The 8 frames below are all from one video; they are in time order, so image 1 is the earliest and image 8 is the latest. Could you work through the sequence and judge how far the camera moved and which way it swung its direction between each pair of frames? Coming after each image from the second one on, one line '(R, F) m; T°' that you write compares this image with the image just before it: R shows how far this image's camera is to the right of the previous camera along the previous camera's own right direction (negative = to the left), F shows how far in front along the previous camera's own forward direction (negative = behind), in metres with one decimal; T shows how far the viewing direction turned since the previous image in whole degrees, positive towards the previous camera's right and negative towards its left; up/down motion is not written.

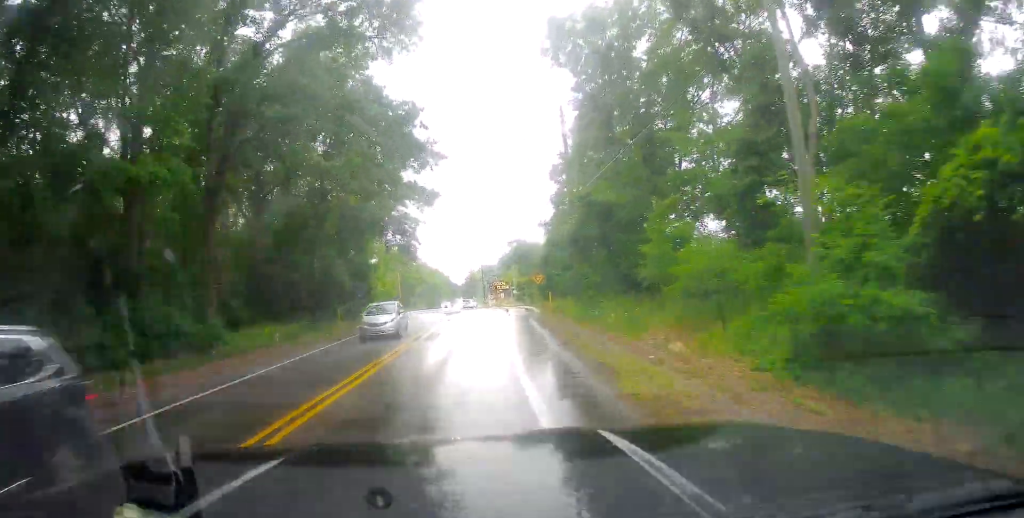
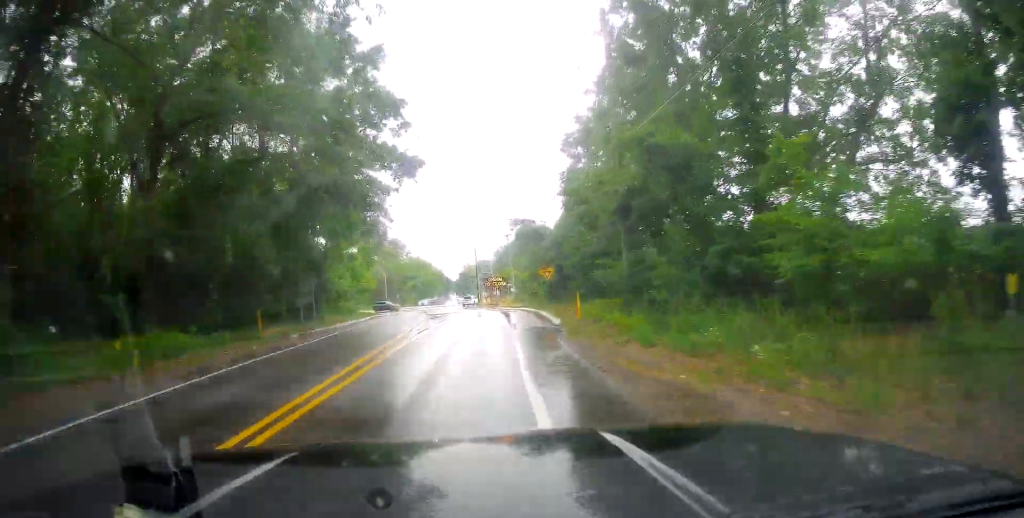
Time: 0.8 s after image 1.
(-0.4, +12.7) m; -2°
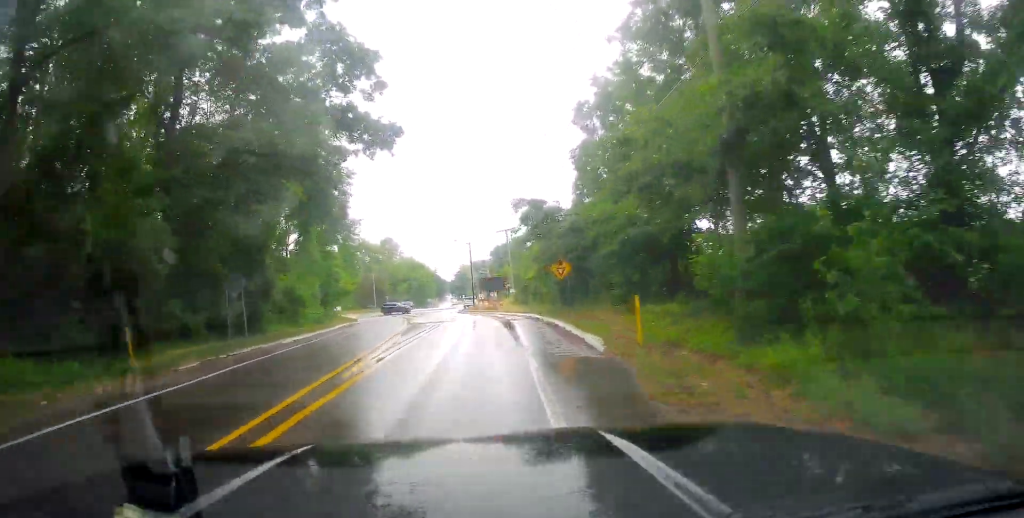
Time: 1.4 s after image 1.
(0.0, +9.7) m; 0°
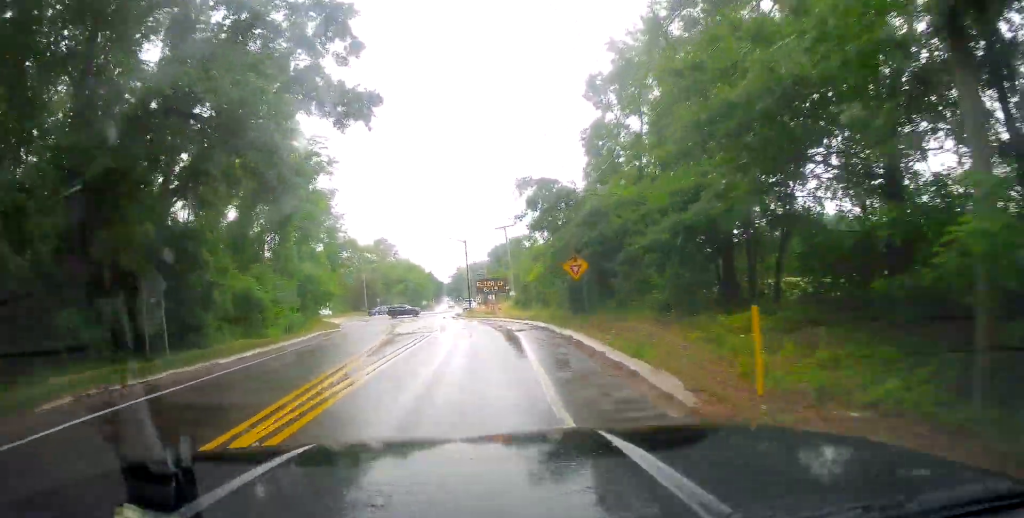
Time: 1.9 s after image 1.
(0.0, +6.6) m; 0°
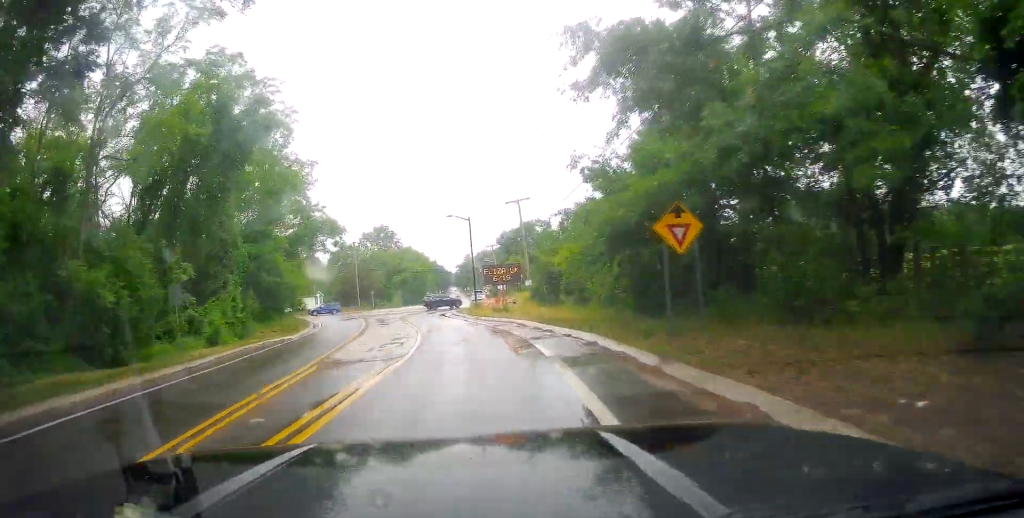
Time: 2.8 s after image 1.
(0.0, +14.2) m; 0°
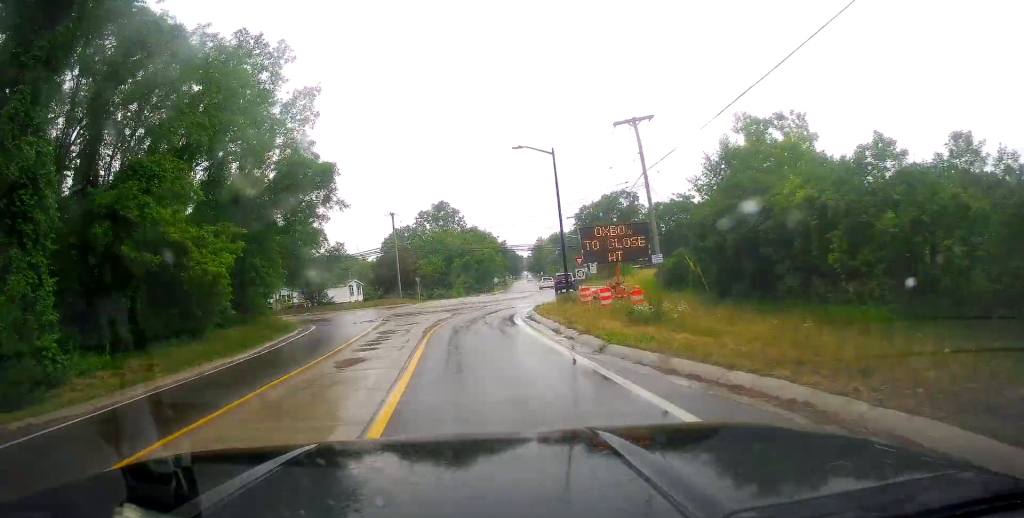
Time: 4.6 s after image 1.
(-0.8, +24.0) m; -4°
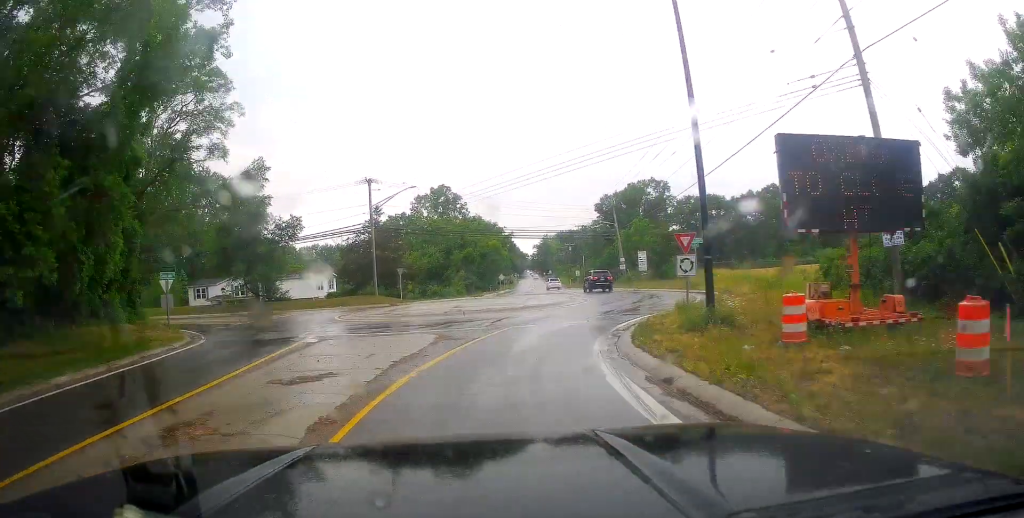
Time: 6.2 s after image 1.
(-0.3, +21.0) m; -2°
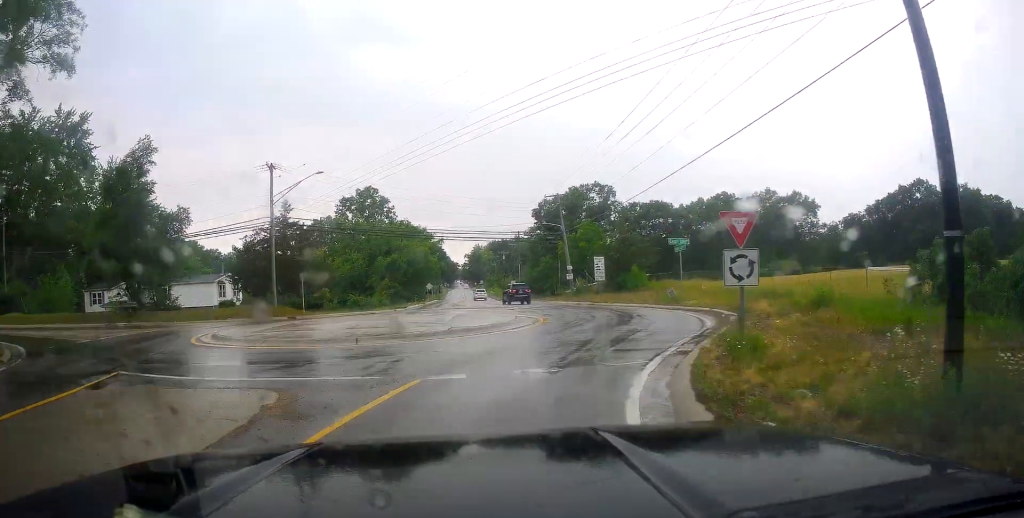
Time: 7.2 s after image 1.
(-0.1, +11.3) m; +2°
